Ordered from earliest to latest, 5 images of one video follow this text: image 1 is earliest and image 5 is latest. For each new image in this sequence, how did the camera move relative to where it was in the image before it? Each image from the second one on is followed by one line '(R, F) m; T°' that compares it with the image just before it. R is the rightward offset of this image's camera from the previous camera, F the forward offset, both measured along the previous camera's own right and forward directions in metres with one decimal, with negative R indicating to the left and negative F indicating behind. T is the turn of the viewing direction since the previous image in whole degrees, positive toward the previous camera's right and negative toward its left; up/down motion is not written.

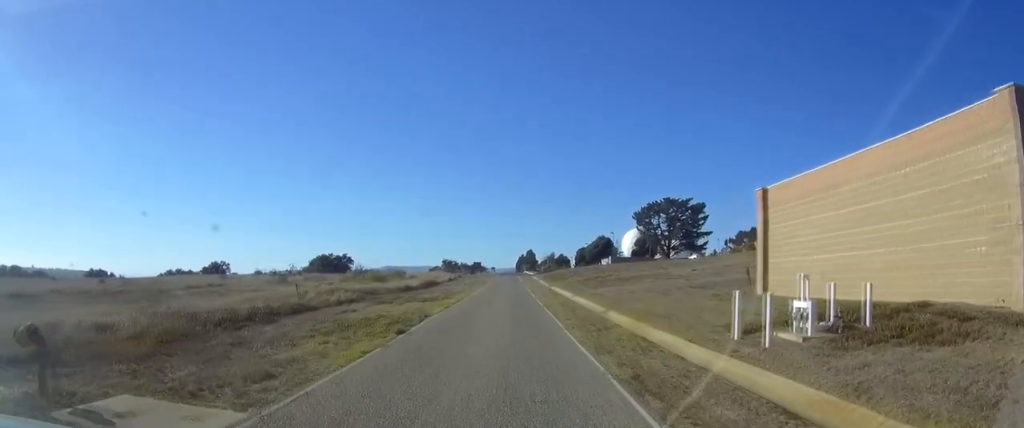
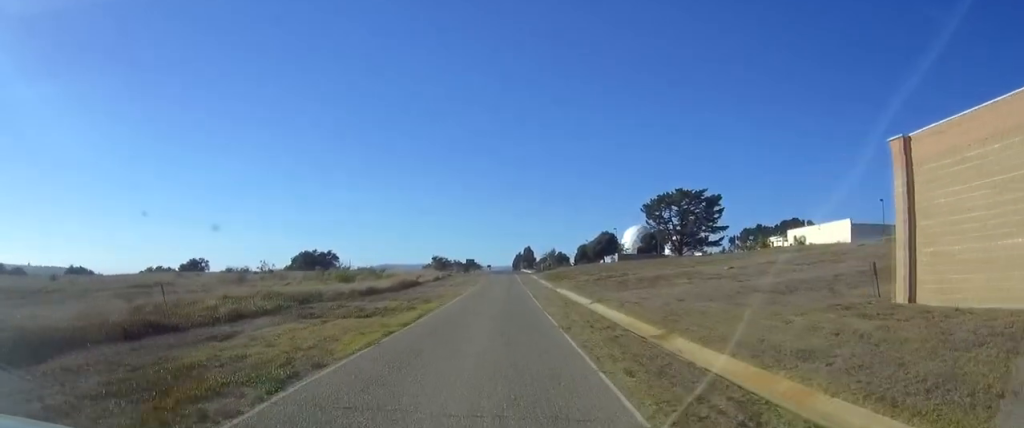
(+0.2, +11.2) m; +1°
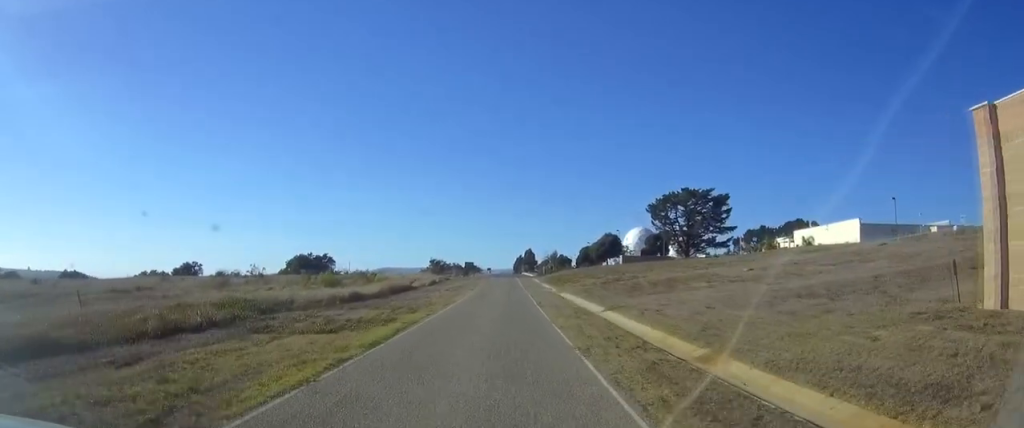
(-0.1, +3.9) m; 0°
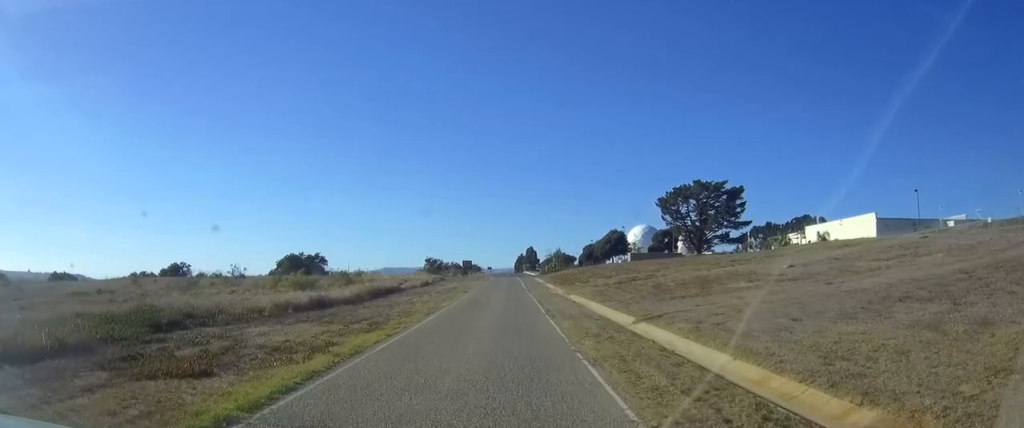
(0.0, +6.7) m; +1°
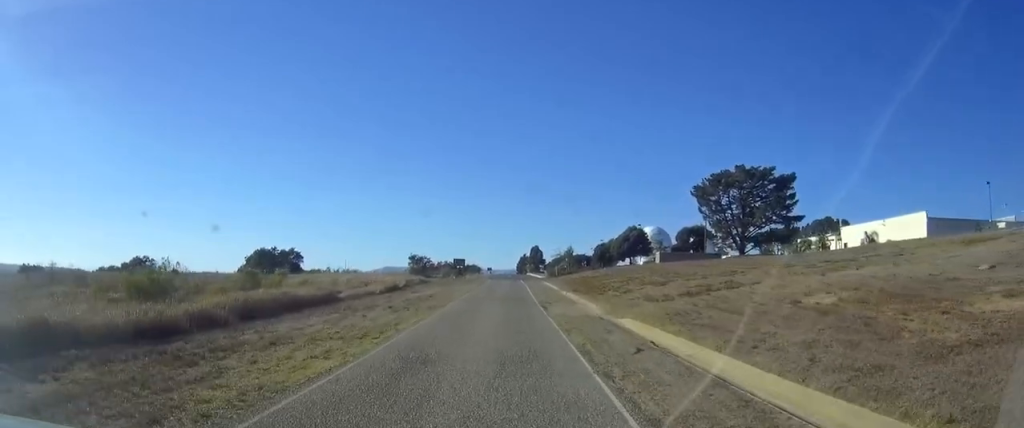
(+0.6, +17.4) m; +2°
